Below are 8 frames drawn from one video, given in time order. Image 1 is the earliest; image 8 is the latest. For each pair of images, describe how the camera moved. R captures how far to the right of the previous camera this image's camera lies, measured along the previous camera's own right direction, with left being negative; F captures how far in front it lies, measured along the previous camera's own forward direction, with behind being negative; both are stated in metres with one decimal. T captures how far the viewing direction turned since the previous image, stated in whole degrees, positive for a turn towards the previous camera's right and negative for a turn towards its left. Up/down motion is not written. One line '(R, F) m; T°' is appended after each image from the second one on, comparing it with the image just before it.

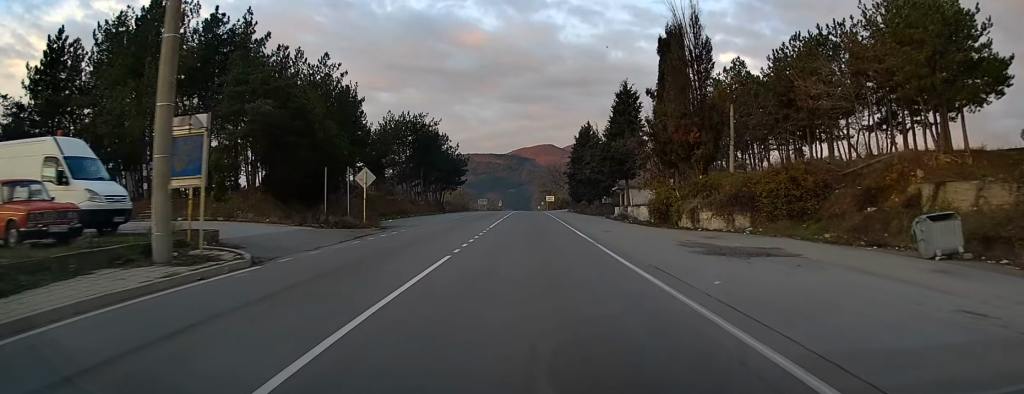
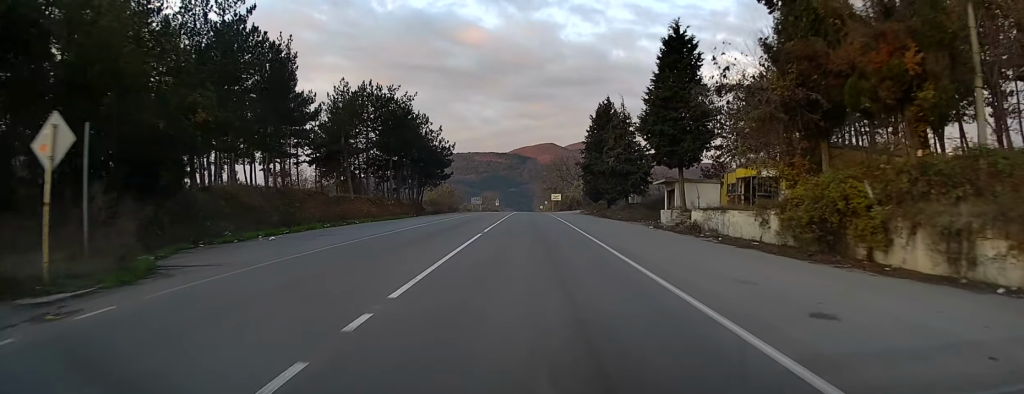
(+0.4, +21.5) m; 0°
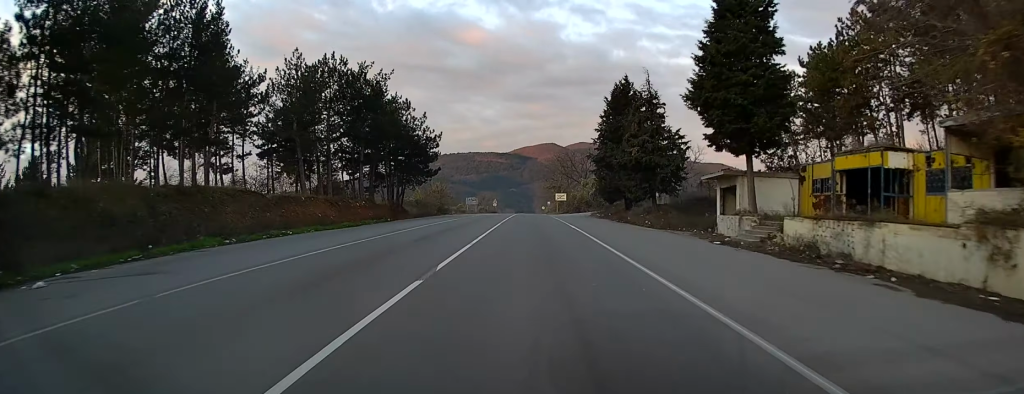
(-0.3, +12.7) m; -1°
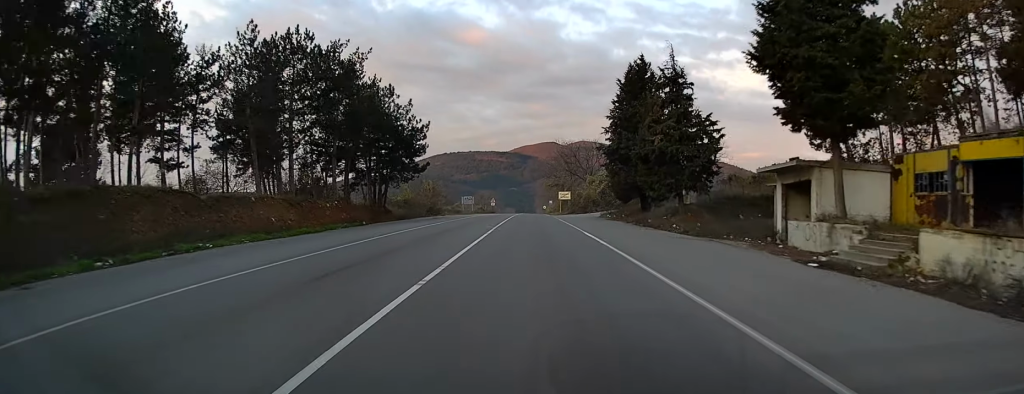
(0.0, +8.3) m; 0°
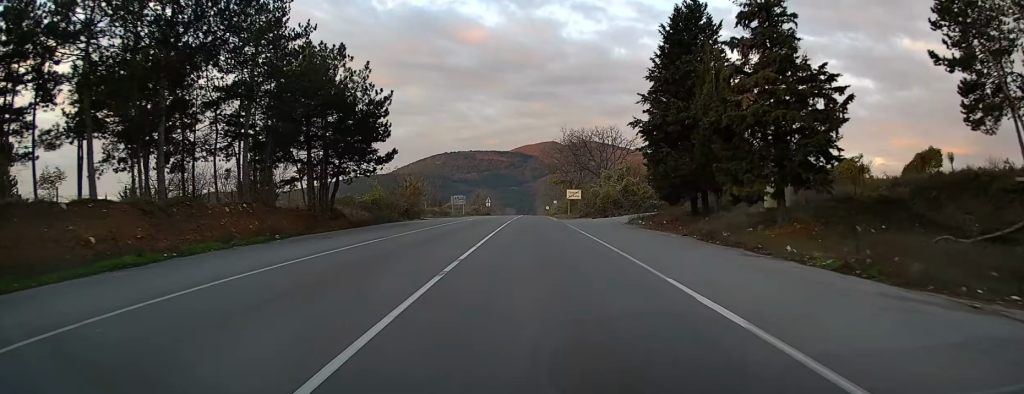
(+0.1, +16.2) m; 0°
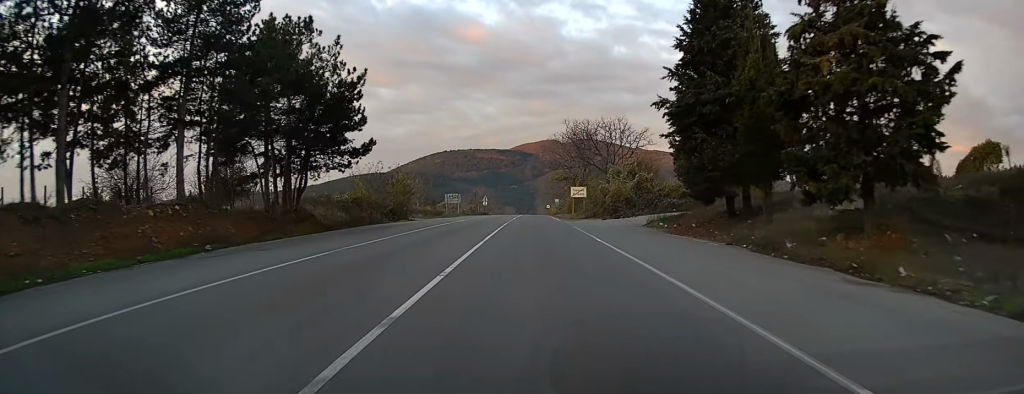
(0.0, +6.8) m; 0°
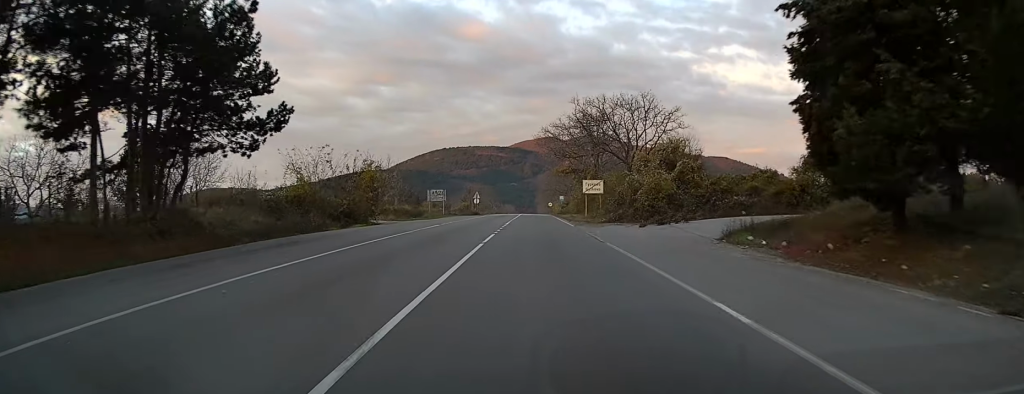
(0.0, +14.6) m; 0°
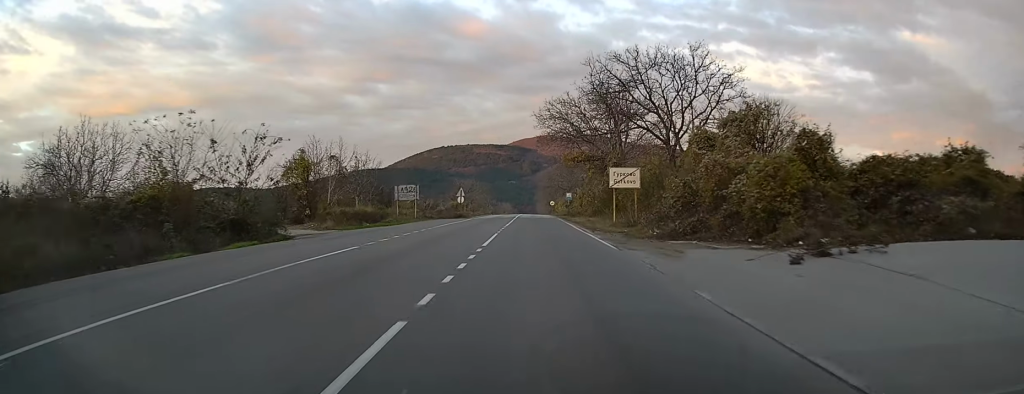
(0.0, +16.9) m; +1°
